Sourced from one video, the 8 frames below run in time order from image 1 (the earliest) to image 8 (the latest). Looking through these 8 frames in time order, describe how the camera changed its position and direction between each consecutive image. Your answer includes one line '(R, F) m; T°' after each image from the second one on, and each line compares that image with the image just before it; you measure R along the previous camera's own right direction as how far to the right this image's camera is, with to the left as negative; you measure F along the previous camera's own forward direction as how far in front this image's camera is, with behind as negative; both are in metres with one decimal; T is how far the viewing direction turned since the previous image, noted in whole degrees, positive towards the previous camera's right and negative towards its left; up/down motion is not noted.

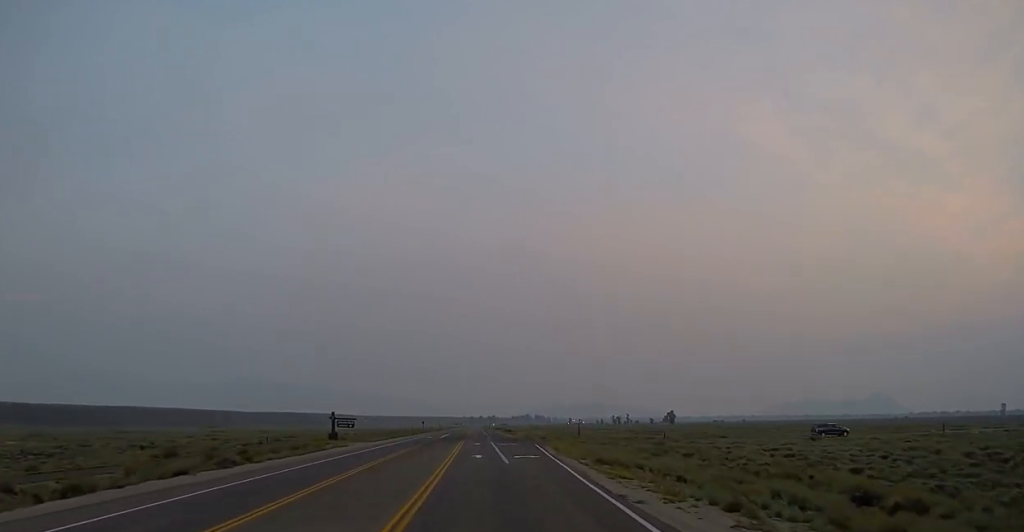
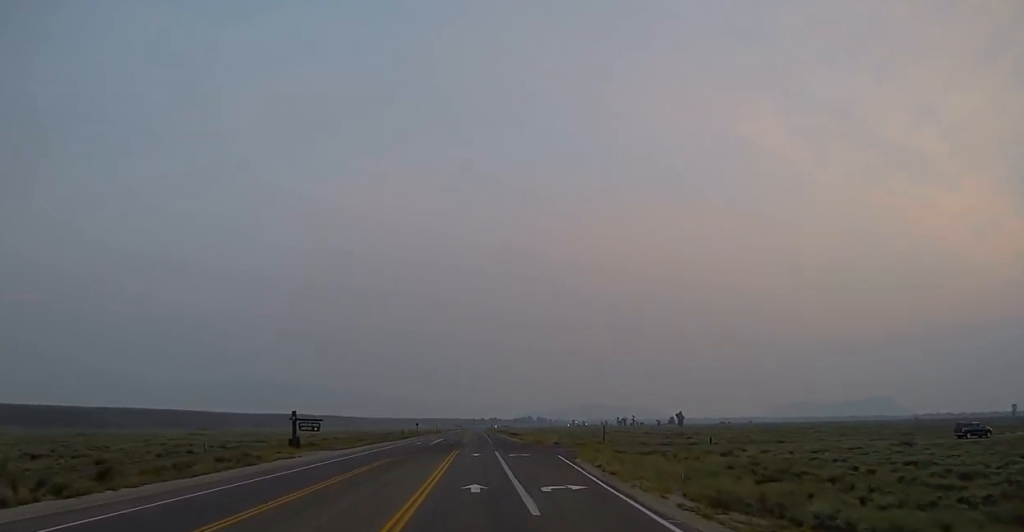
(+0.2, +21.1) m; 0°
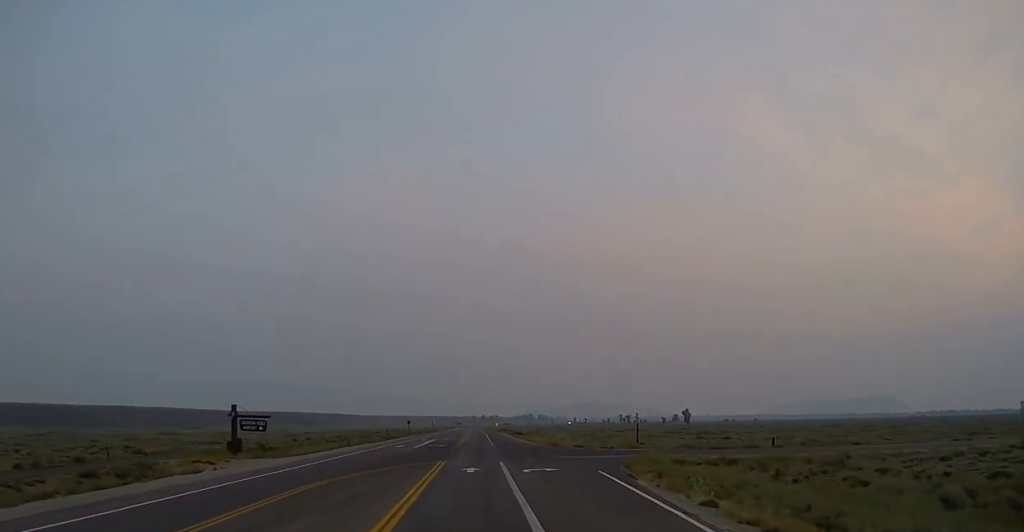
(-0.1, +18.0) m; 0°
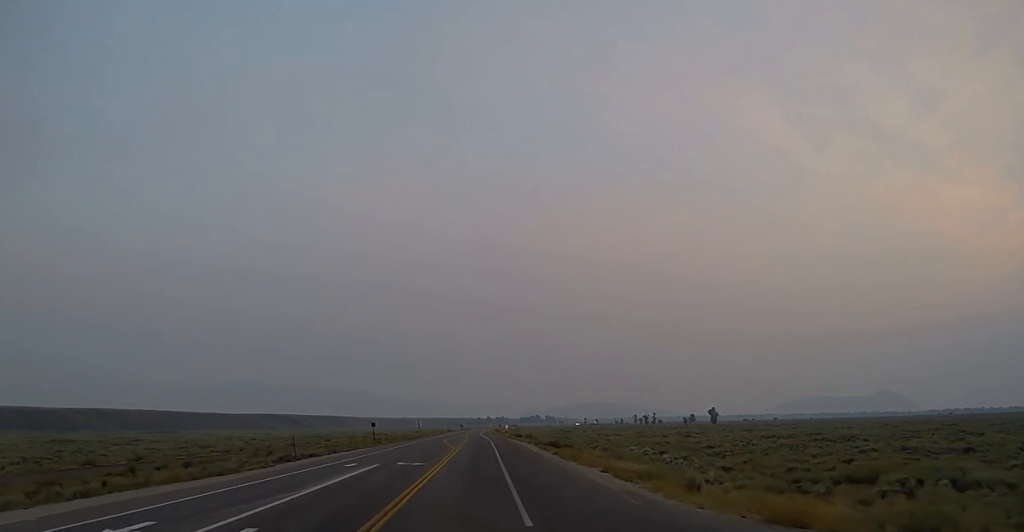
(+0.3, +49.9) m; 0°
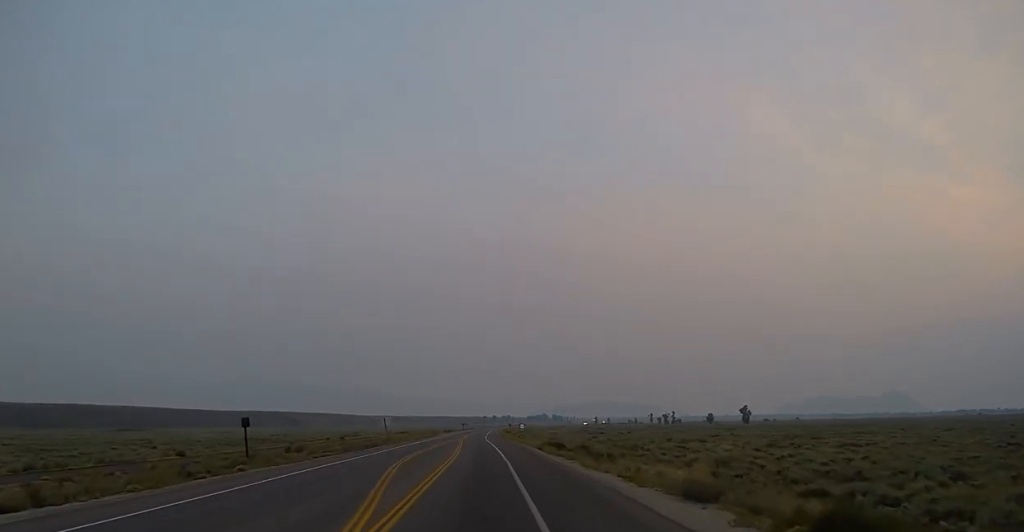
(-0.9, +53.4) m; -1°
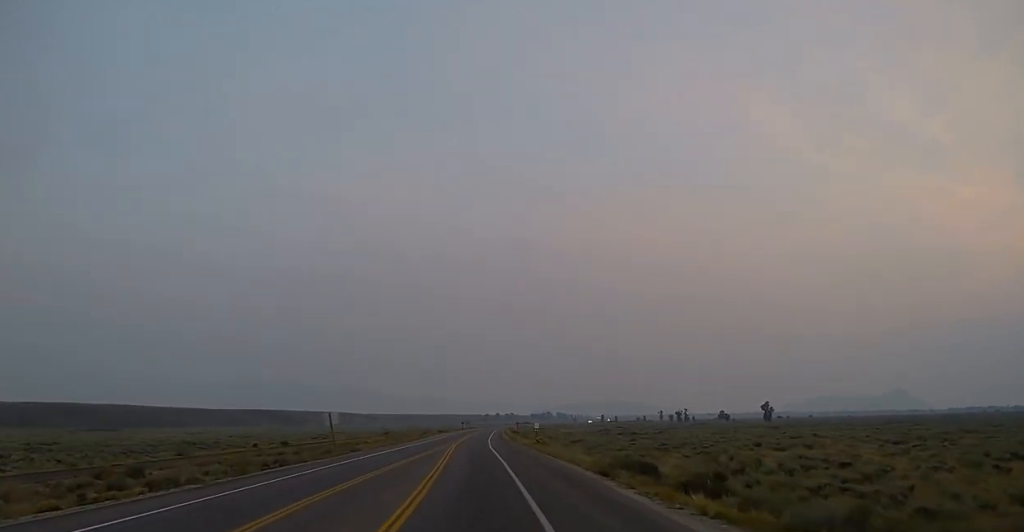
(+0.1, +30.8) m; 0°
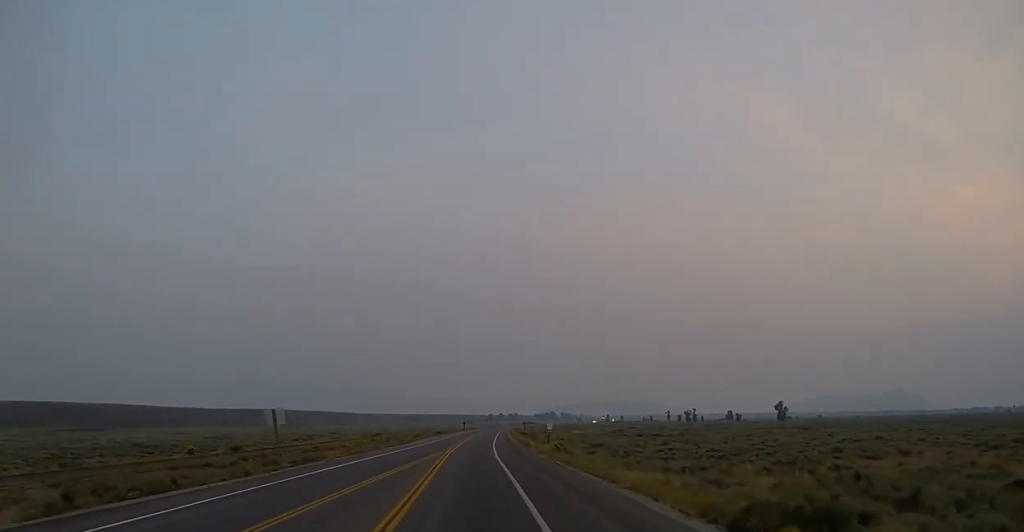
(0.0, +14.6) m; 0°
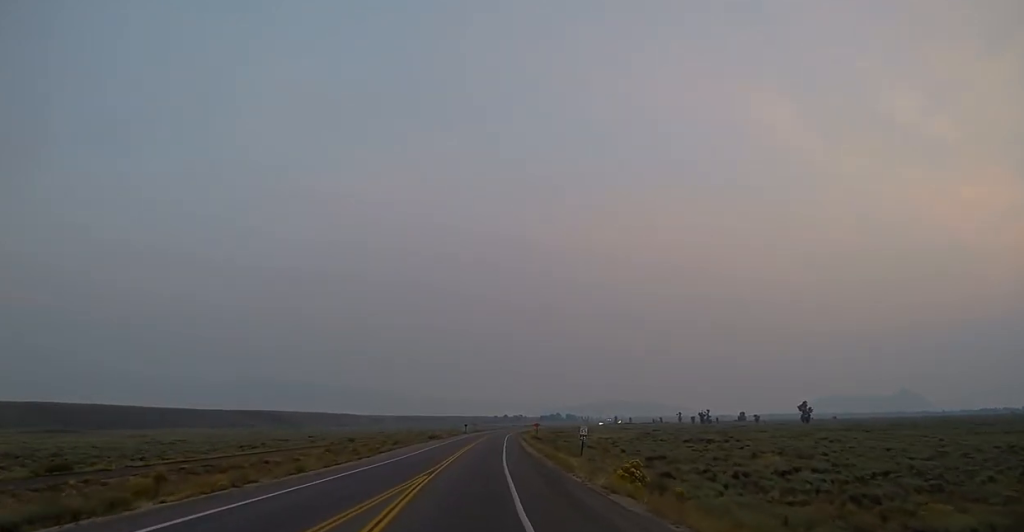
(0.0, +25.4) m; 0°
